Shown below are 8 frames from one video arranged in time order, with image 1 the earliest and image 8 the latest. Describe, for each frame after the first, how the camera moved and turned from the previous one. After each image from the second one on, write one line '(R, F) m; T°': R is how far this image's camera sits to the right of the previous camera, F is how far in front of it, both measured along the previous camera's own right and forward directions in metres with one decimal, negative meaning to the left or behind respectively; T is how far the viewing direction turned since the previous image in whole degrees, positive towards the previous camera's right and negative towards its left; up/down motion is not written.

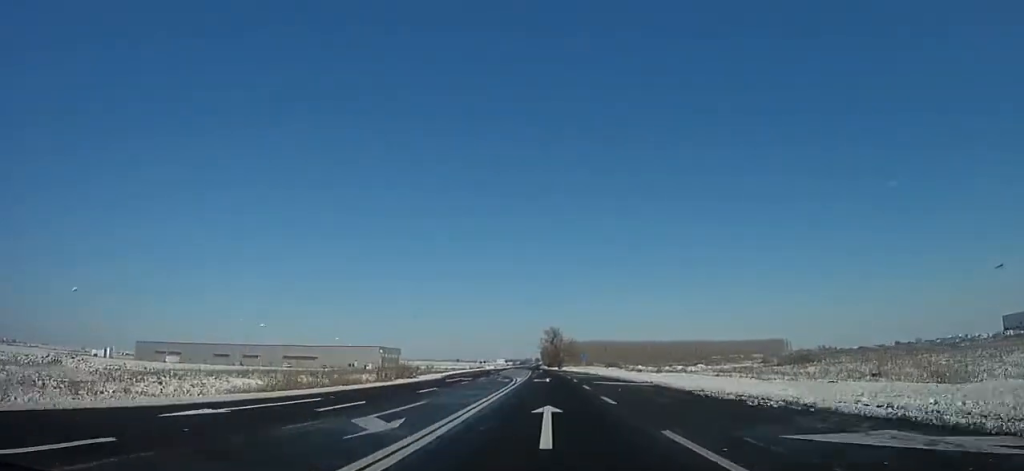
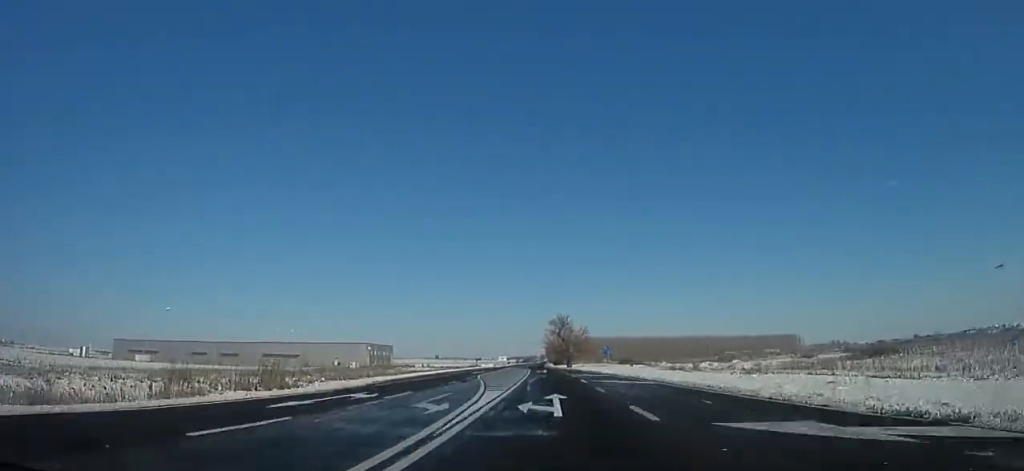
(+0.2, +22.8) m; 0°
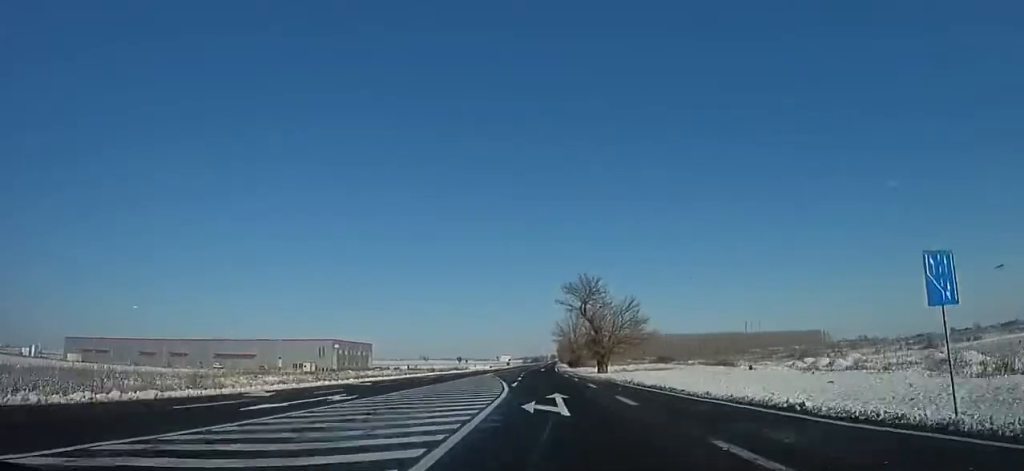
(-0.5, +41.8) m; -2°
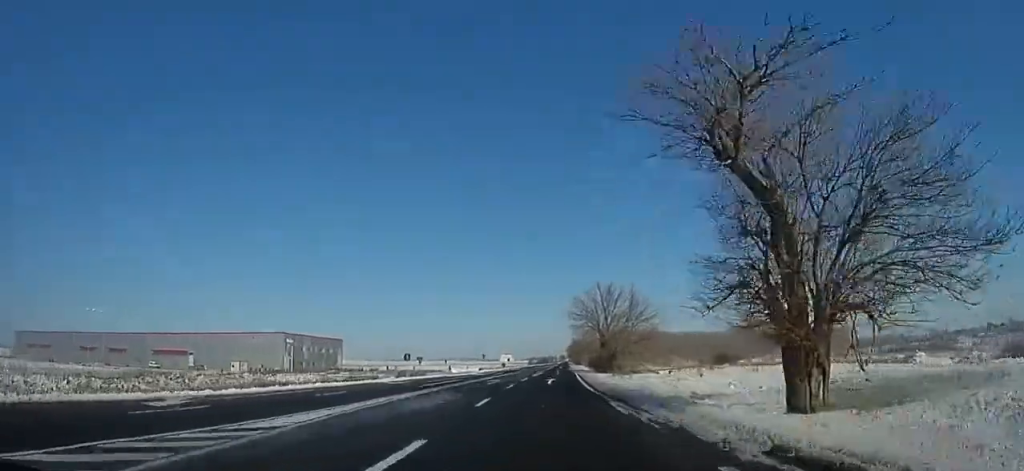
(-0.8, +37.3) m; 0°
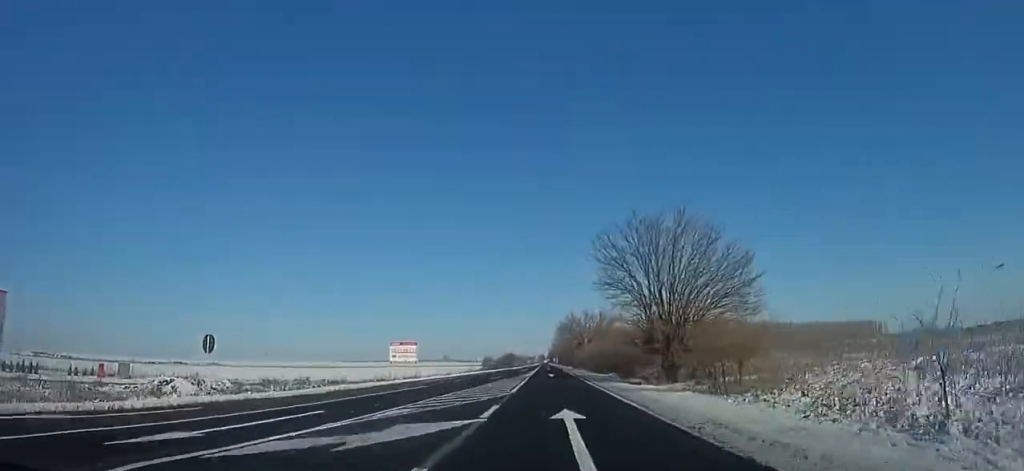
(+1.7, +120.7) m; +1°
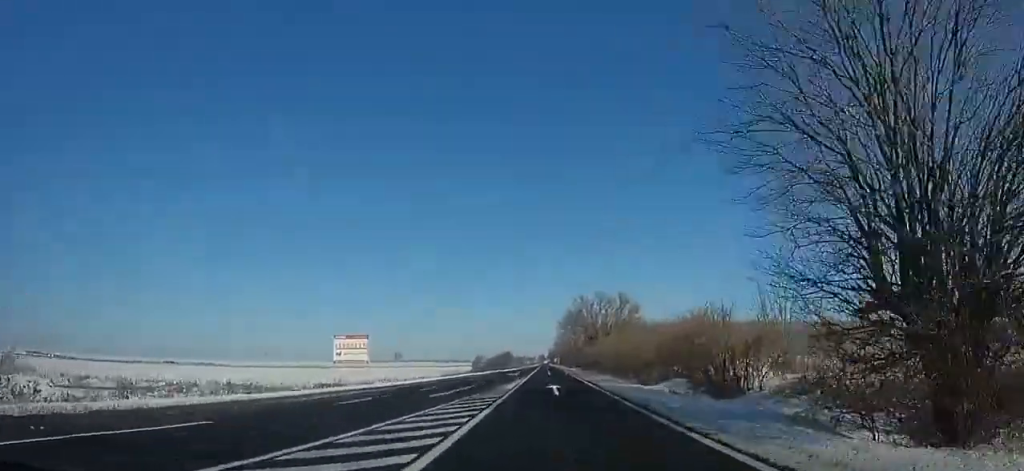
(-0.2, +24.9) m; 0°
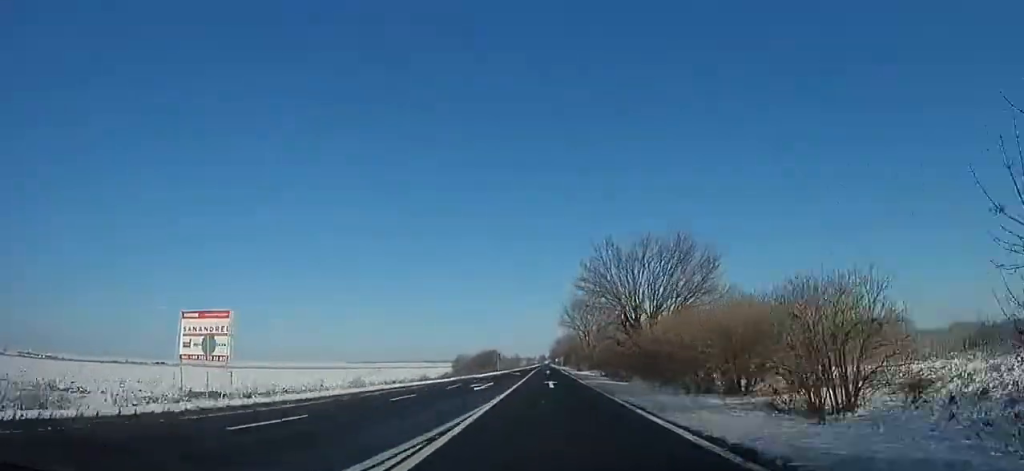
(-0.2, +32.0) m; 0°
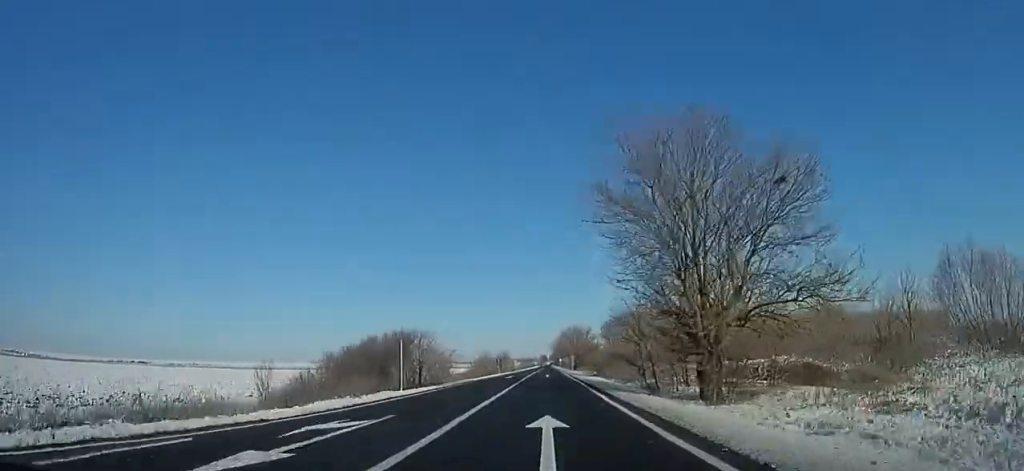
(+0.3, +59.6) m; +2°
